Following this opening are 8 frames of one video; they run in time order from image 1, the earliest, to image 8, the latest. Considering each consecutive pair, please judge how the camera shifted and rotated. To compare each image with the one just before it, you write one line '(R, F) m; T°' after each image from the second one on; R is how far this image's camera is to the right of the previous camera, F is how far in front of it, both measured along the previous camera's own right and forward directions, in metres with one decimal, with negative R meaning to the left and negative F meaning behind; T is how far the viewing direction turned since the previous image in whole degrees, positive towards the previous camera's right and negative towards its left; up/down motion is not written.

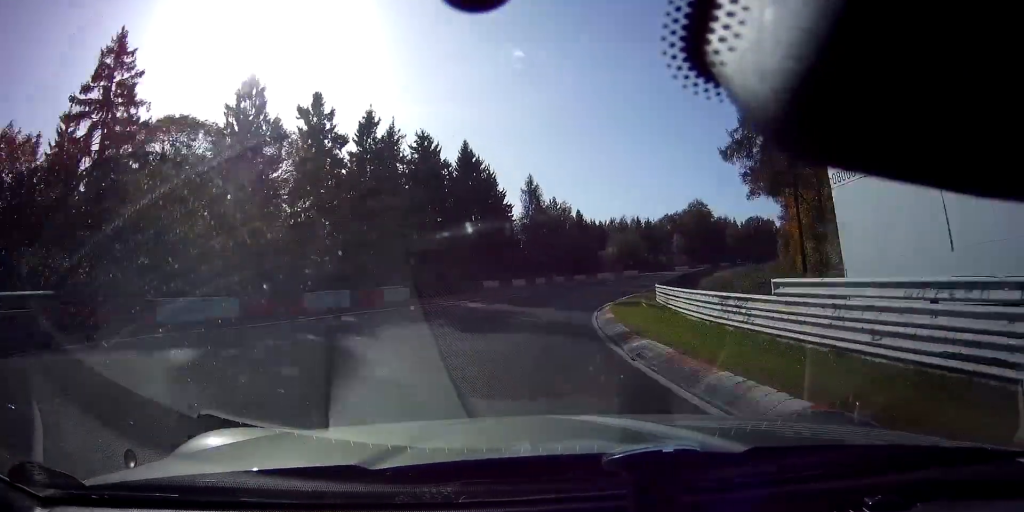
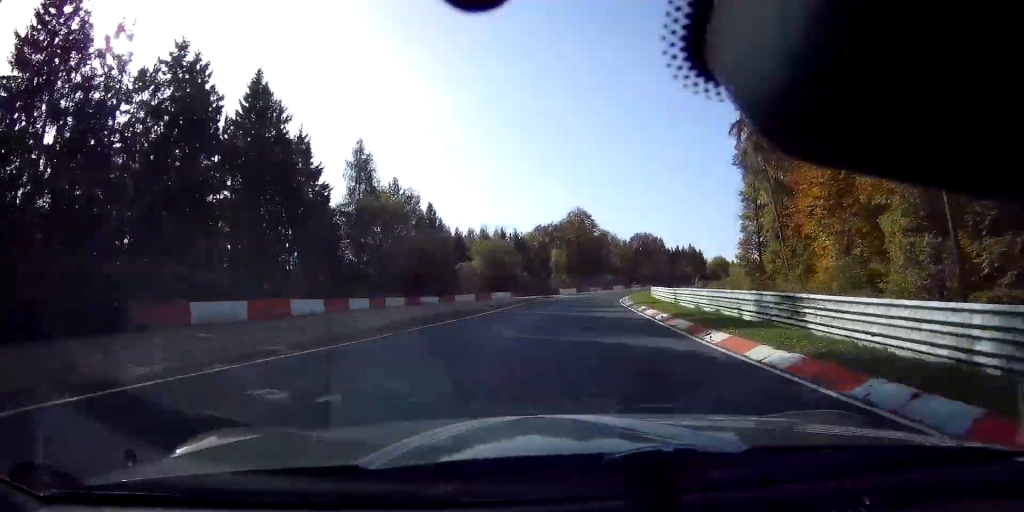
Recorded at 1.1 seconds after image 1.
(+4.3, +33.0) m; +14°
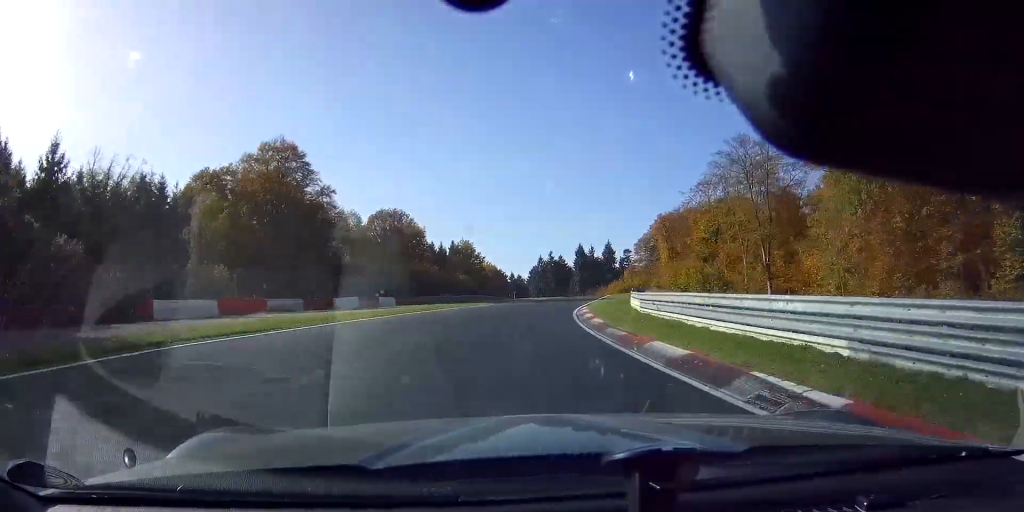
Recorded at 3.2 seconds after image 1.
(+17.2, +62.0) m; +30°
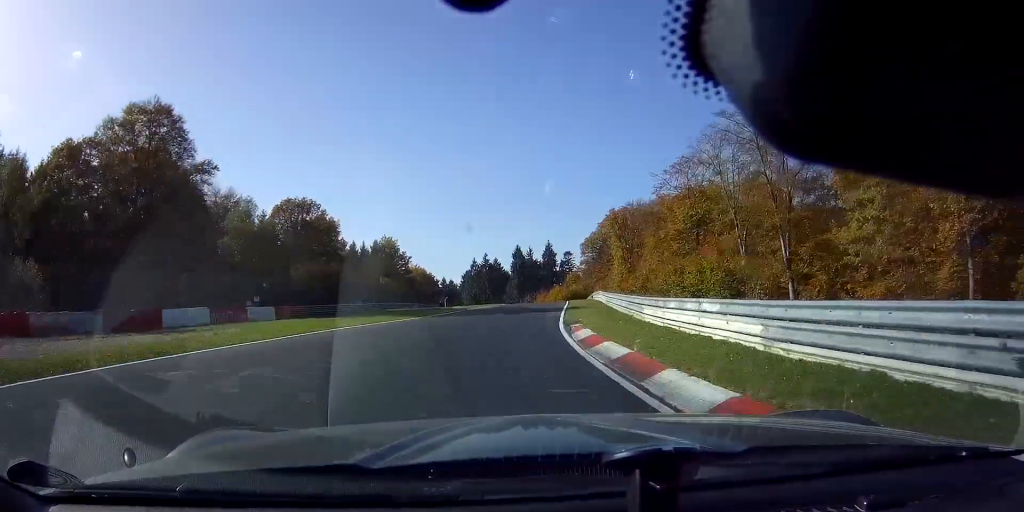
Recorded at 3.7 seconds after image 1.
(+1.4, +15.7) m; +4°
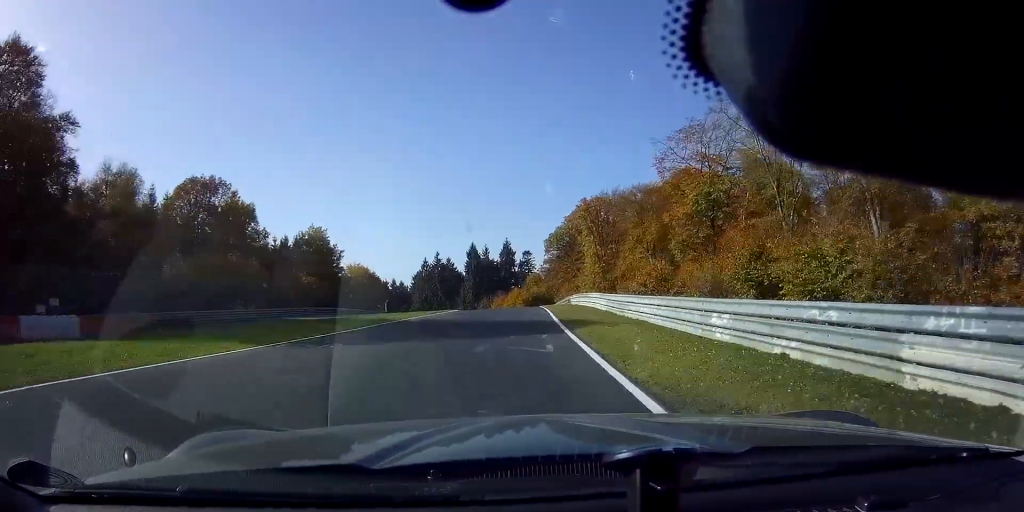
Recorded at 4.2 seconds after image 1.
(+0.6, +15.9) m; +3°
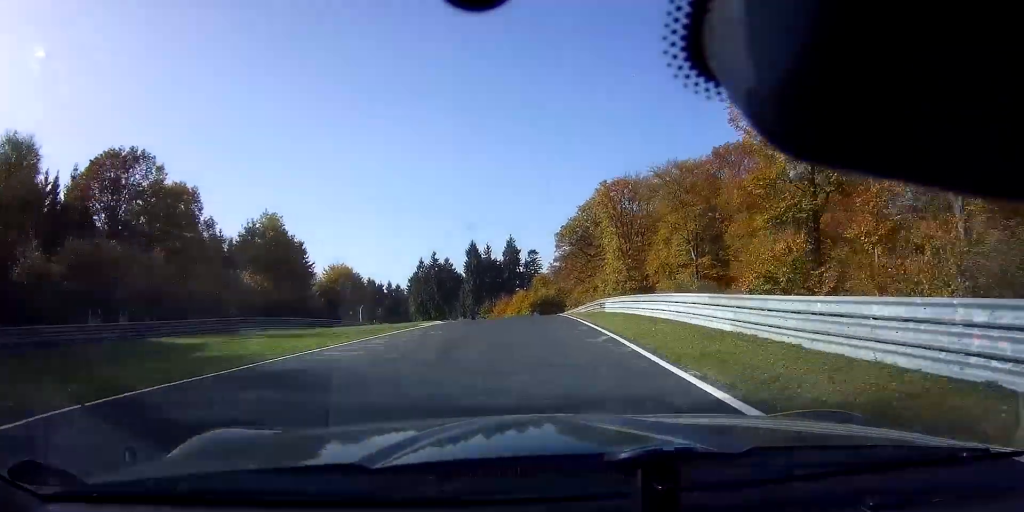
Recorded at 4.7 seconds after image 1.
(+0.5, +16.3) m; +1°
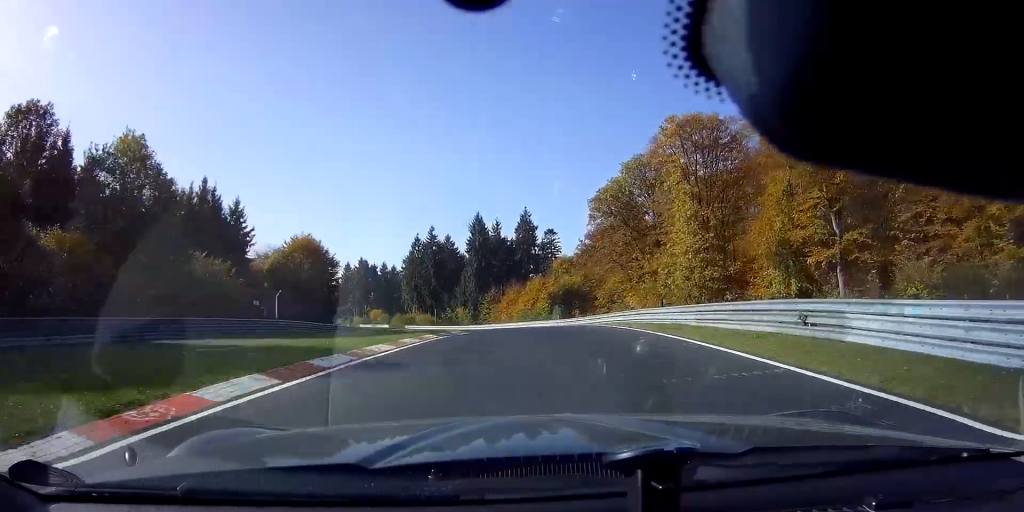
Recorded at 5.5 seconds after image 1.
(+0.3, +26.2) m; -1°
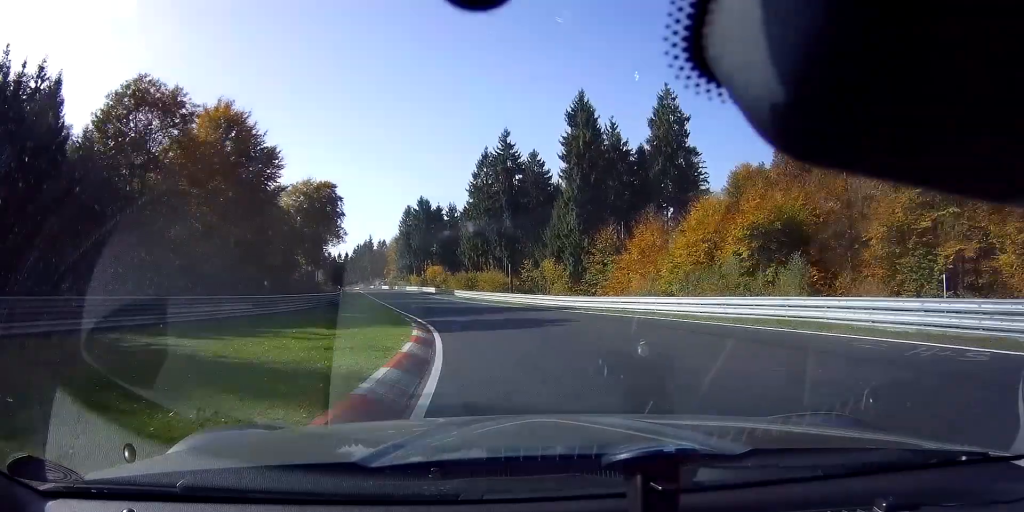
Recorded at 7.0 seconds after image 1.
(-3.0, +50.4) m; -11°
